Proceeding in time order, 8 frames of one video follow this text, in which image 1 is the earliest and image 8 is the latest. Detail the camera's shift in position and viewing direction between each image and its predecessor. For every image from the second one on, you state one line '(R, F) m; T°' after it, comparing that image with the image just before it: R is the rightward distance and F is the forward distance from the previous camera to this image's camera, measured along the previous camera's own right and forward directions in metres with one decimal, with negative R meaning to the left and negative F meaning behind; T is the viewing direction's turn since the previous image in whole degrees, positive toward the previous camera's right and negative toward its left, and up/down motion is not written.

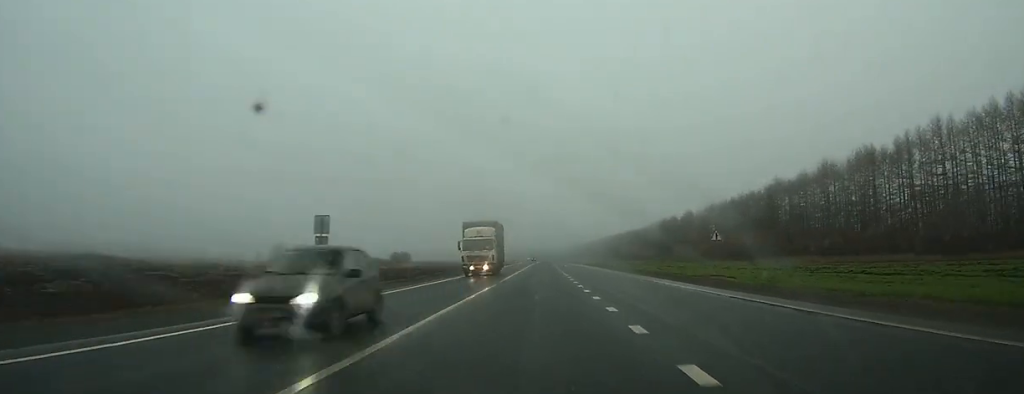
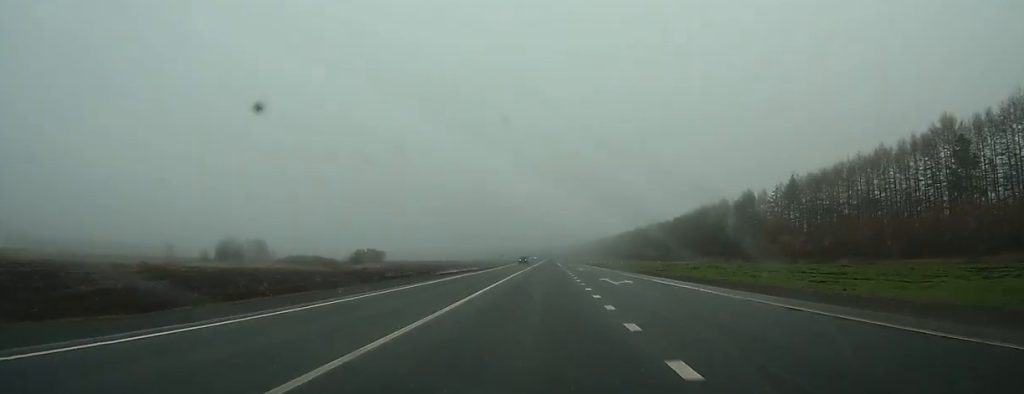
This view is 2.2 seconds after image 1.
(0.0, +63.1) m; 0°
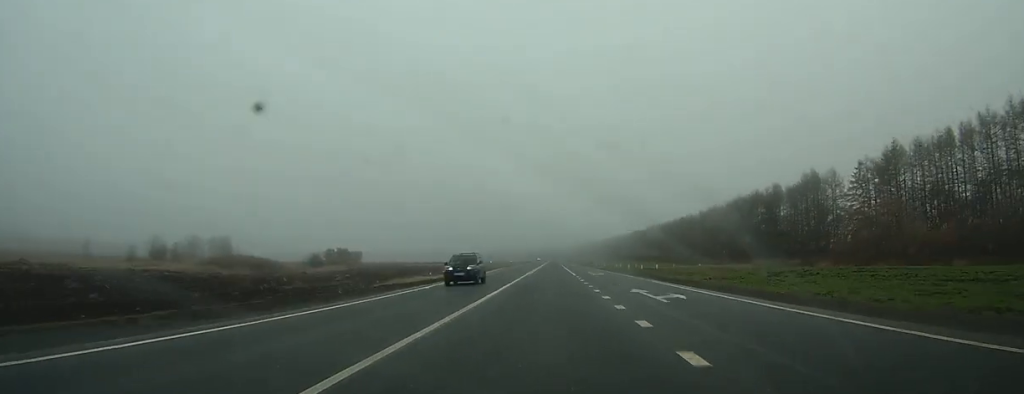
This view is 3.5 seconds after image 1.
(-0.2, +38.8) m; 0°
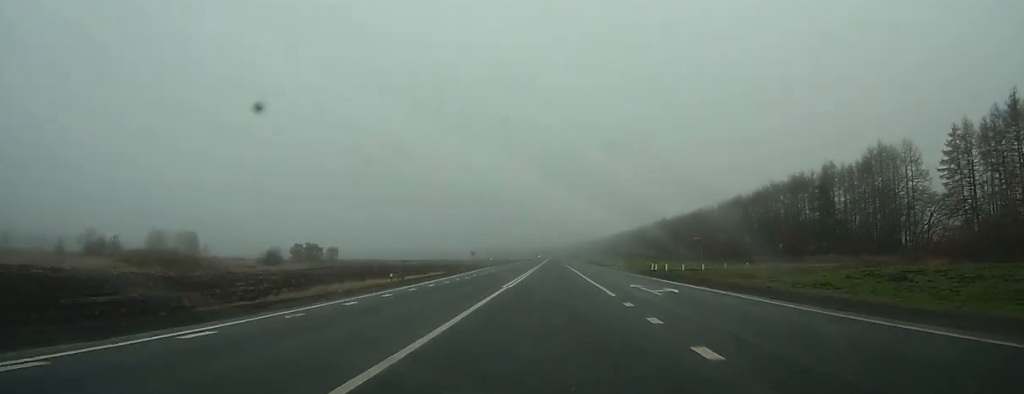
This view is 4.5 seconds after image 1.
(-0.1, +27.4) m; 0°
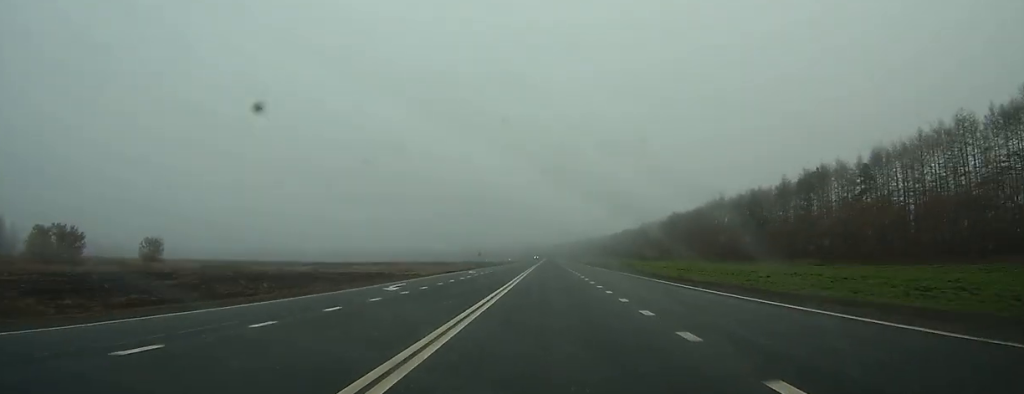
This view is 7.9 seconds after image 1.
(+0.3, +101.1) m; 0°
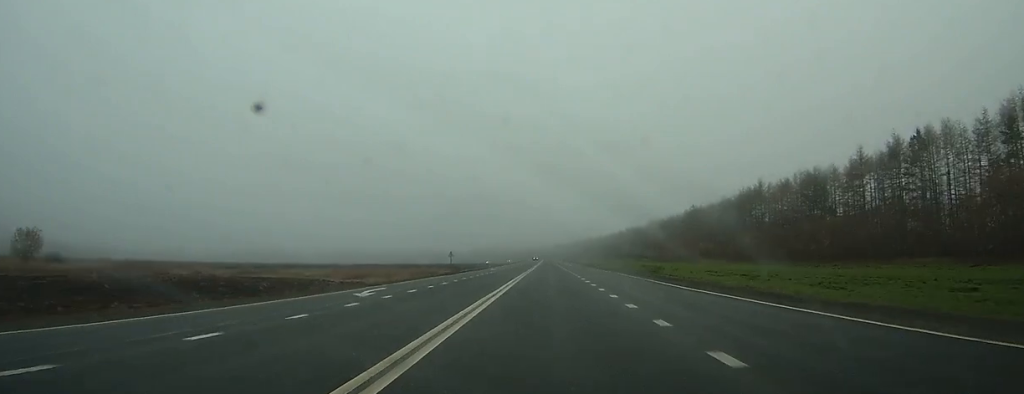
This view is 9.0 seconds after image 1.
(0.0, +34.2) m; 0°
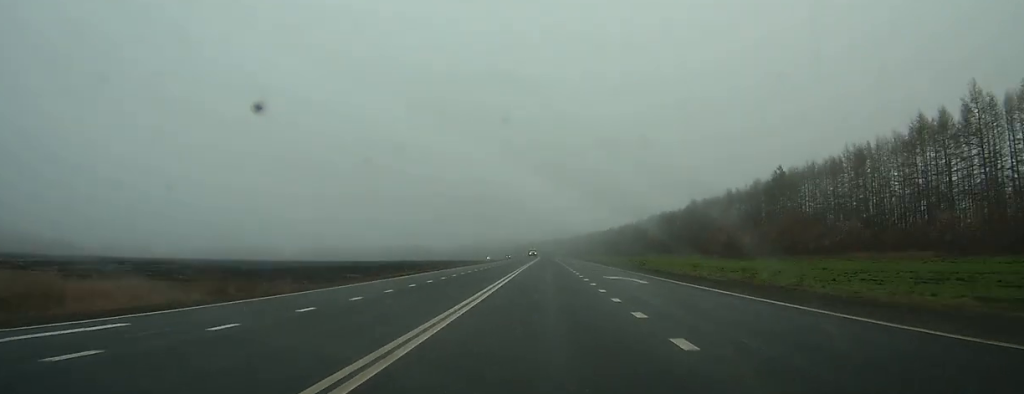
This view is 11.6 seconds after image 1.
(+0.2, +78.8) m; 0°
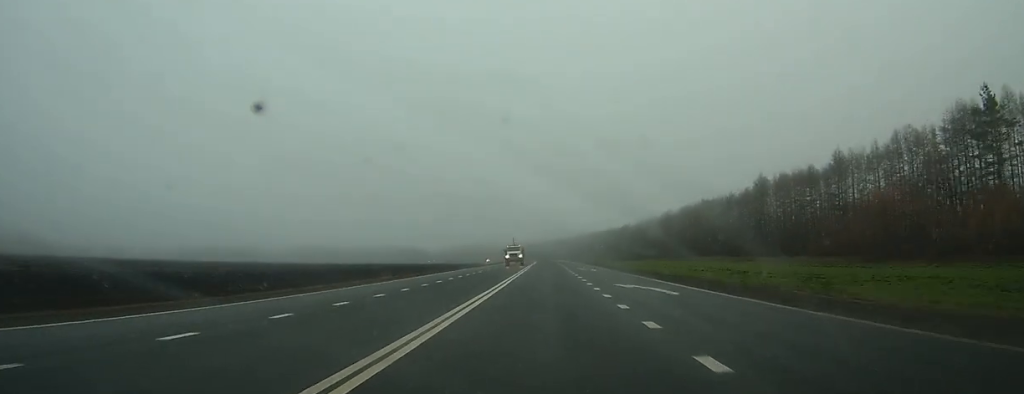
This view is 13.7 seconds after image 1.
(-0.3, +65.0) m; 0°
